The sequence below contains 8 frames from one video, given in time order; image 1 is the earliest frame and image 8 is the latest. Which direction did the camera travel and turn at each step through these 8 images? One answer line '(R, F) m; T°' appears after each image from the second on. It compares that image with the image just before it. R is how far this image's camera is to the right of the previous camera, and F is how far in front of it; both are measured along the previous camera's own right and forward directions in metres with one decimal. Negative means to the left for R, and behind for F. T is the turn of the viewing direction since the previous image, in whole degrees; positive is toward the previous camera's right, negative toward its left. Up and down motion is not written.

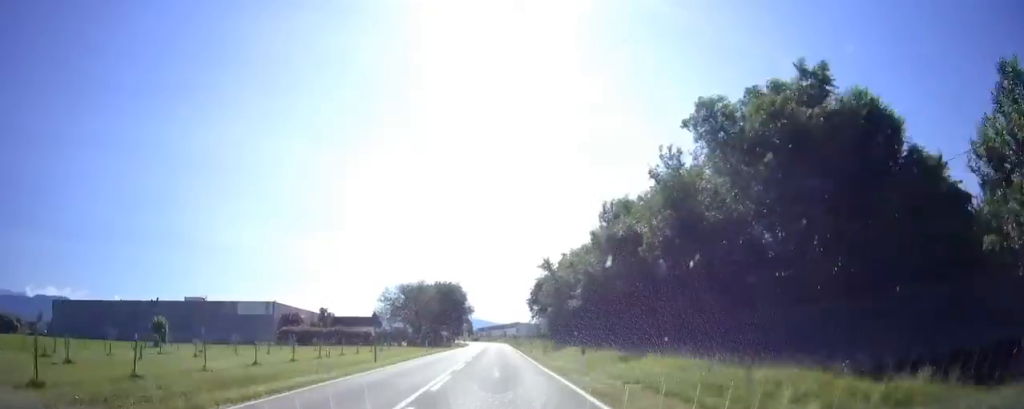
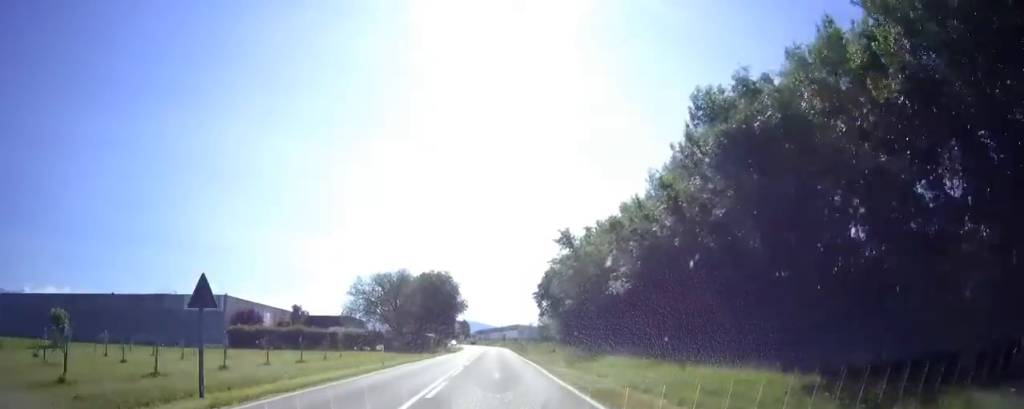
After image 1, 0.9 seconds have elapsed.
(+0.1, +16.9) m; 0°
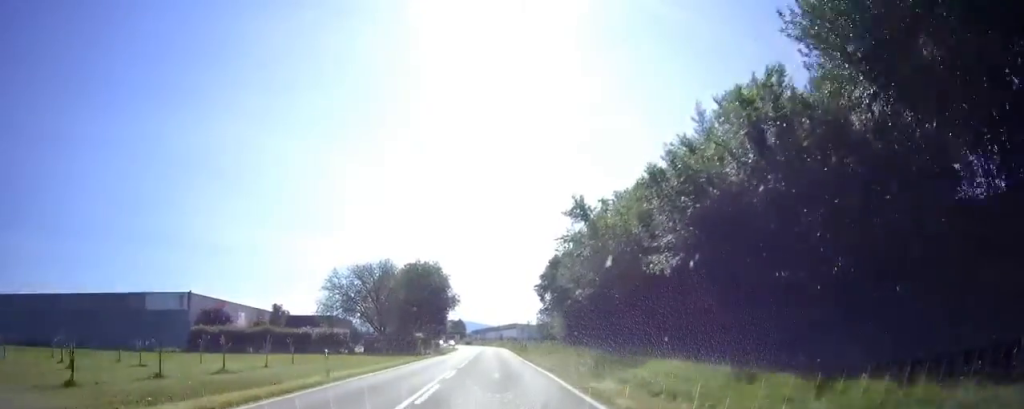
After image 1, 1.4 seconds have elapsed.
(0.0, +8.4) m; 0°
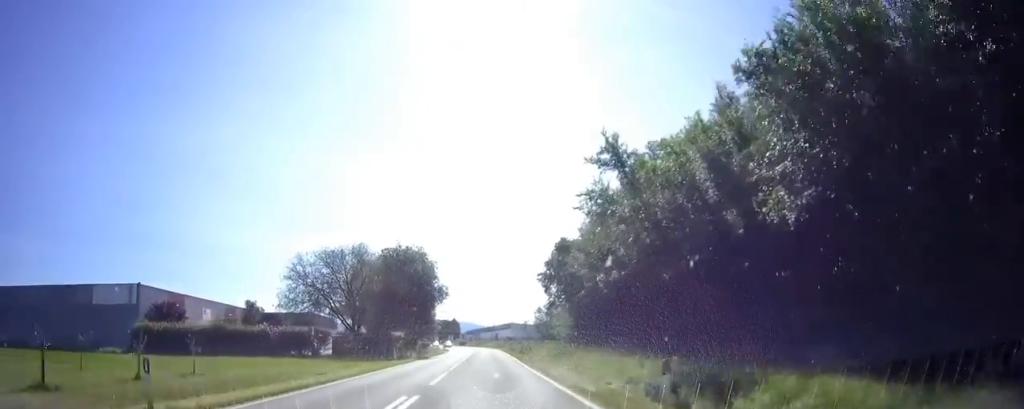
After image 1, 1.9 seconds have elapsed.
(0.0, +9.5) m; 0°
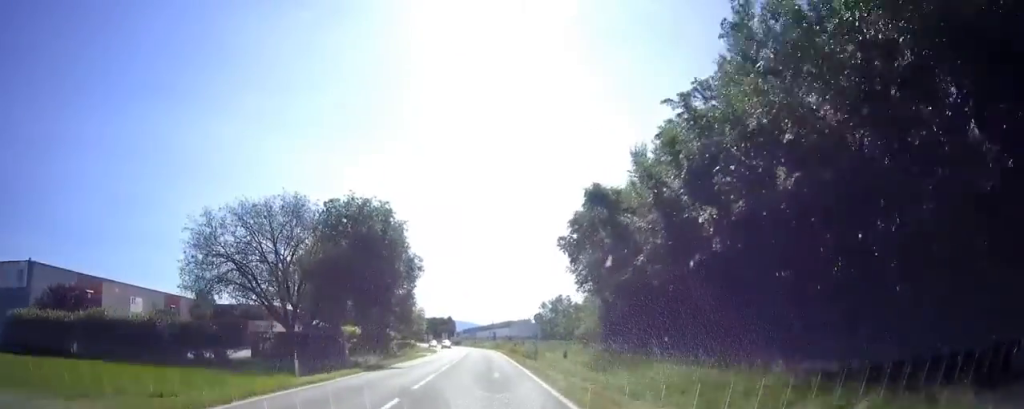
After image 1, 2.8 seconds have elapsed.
(0.0, +16.1) m; -1°
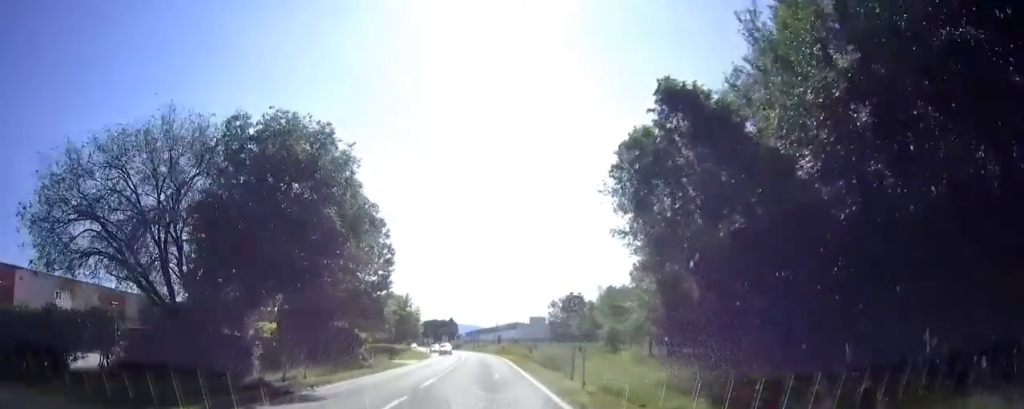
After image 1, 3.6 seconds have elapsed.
(+0.1, +13.7) m; -2°
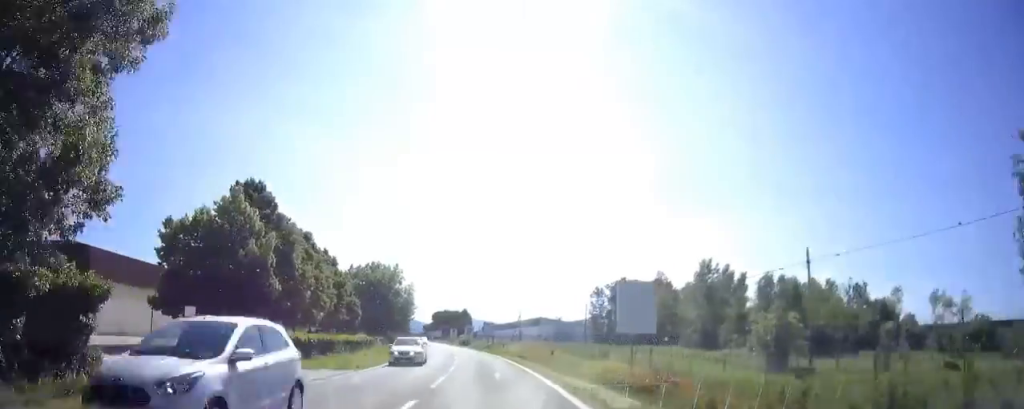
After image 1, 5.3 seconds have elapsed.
(-1.1, +30.9) m; -2°
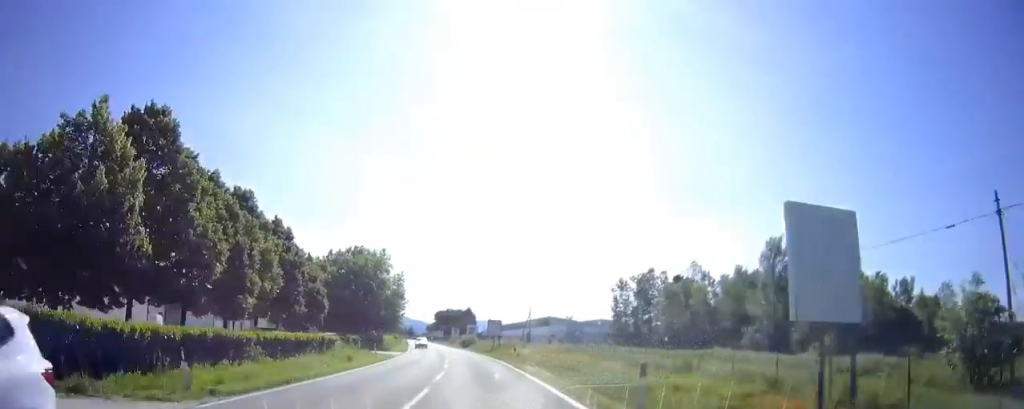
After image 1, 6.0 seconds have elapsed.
(0.0, +12.6) m; -2°
